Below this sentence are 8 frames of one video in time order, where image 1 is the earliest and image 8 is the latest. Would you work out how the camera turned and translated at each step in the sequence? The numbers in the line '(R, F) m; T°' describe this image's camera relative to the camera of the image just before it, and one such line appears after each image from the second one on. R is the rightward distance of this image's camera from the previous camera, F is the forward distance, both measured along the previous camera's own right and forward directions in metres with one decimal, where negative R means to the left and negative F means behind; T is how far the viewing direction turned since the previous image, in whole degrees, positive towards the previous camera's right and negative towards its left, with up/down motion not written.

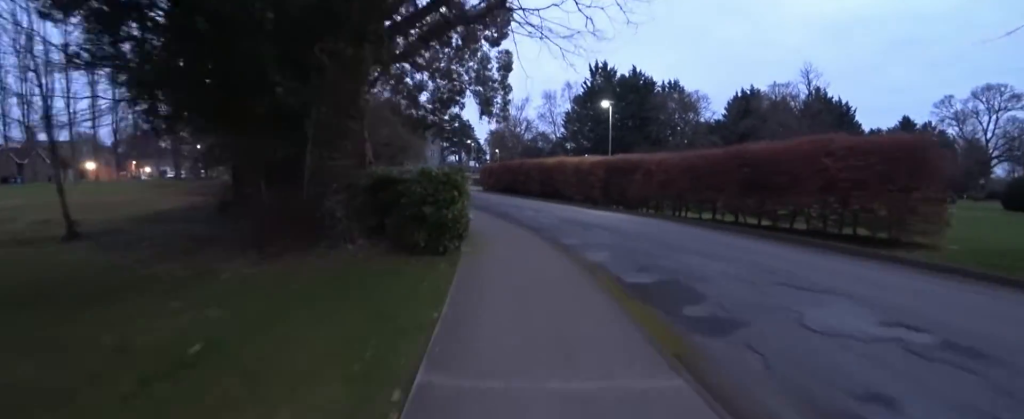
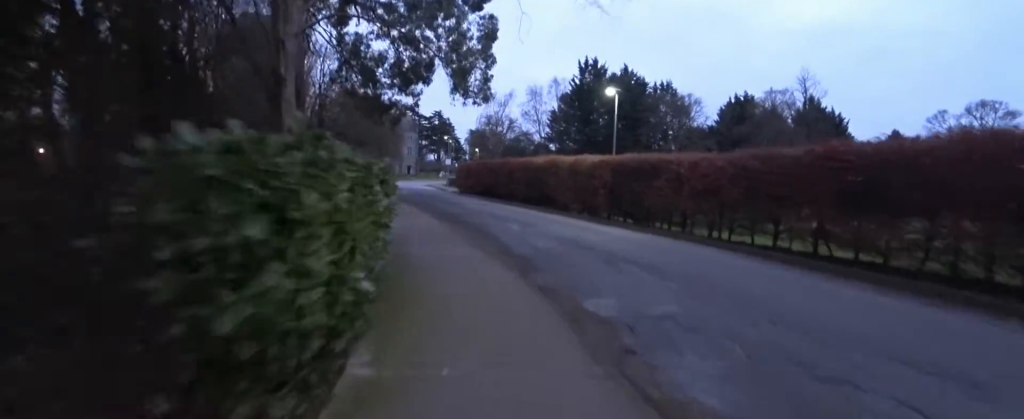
(+0.1, +4.6) m; +1°
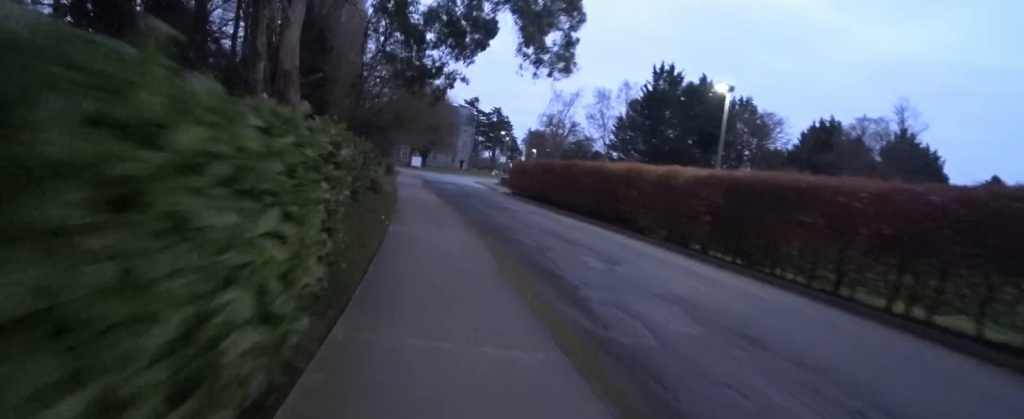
(0.0, +4.2) m; 0°
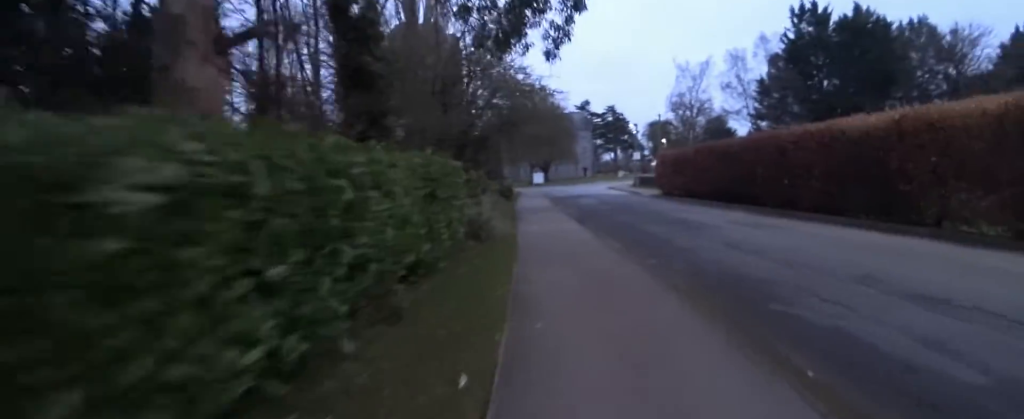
(0.0, +6.1) m; -4°
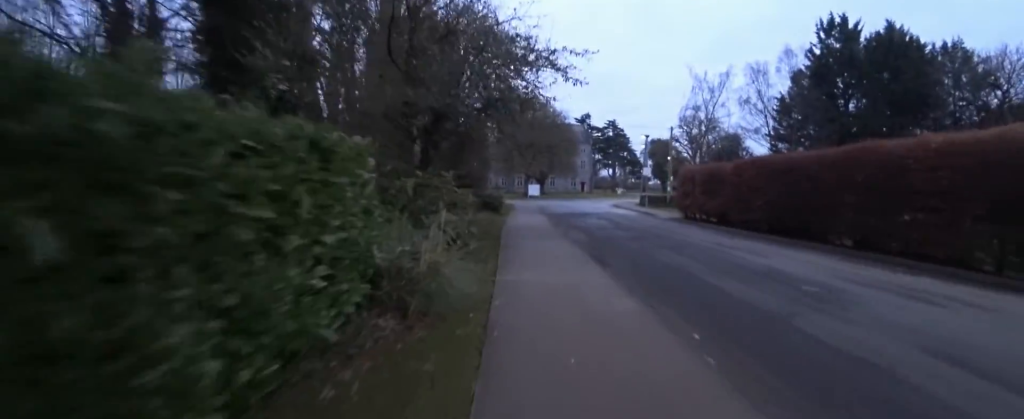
(-0.3, +4.2) m; -7°
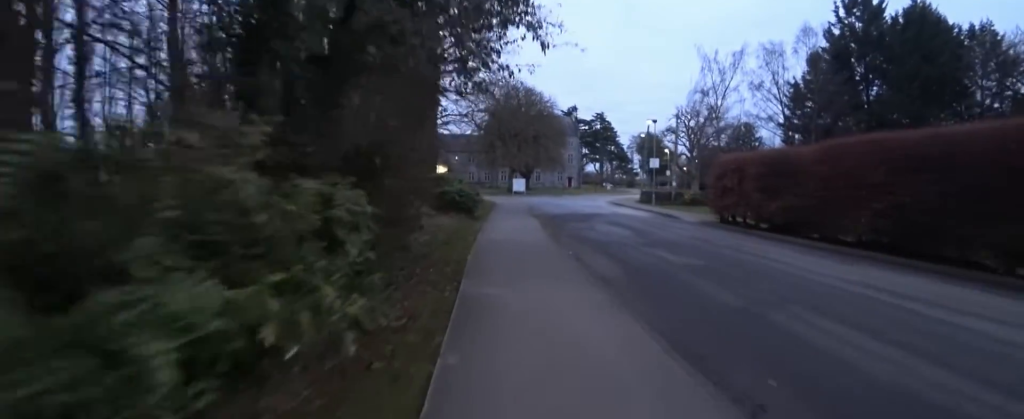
(-0.3, +4.9) m; -5°
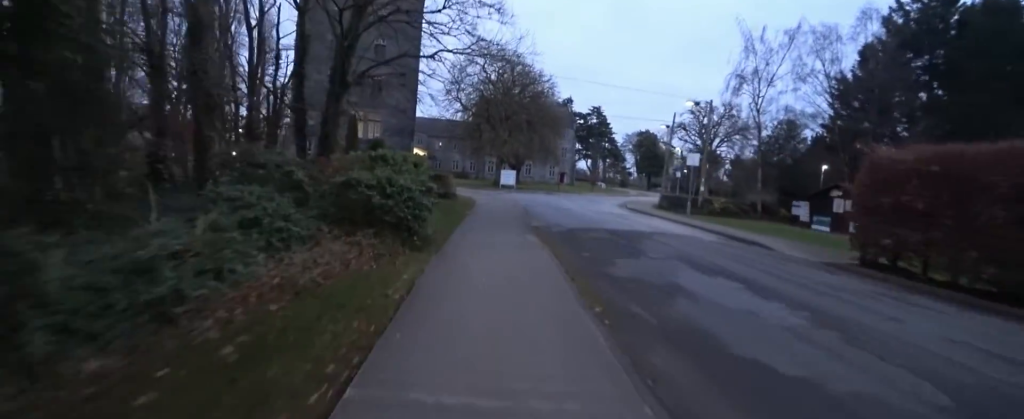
(-0.2, +6.7) m; -2°
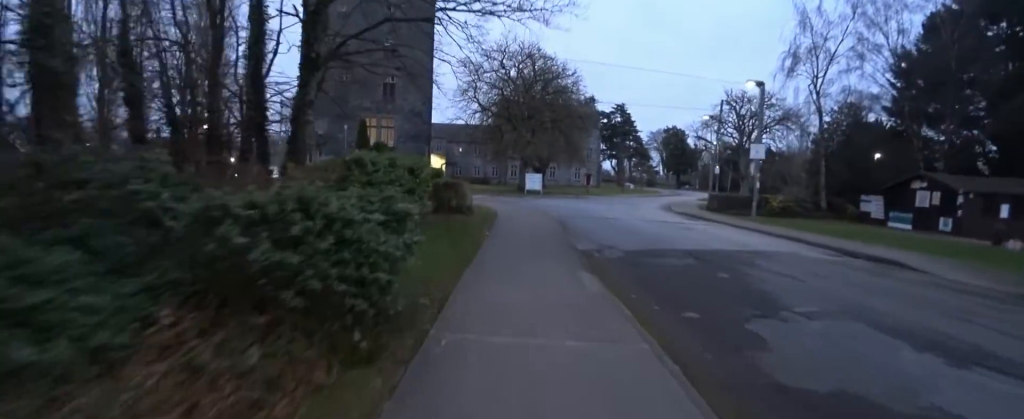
(0.0, +3.1) m; 0°
